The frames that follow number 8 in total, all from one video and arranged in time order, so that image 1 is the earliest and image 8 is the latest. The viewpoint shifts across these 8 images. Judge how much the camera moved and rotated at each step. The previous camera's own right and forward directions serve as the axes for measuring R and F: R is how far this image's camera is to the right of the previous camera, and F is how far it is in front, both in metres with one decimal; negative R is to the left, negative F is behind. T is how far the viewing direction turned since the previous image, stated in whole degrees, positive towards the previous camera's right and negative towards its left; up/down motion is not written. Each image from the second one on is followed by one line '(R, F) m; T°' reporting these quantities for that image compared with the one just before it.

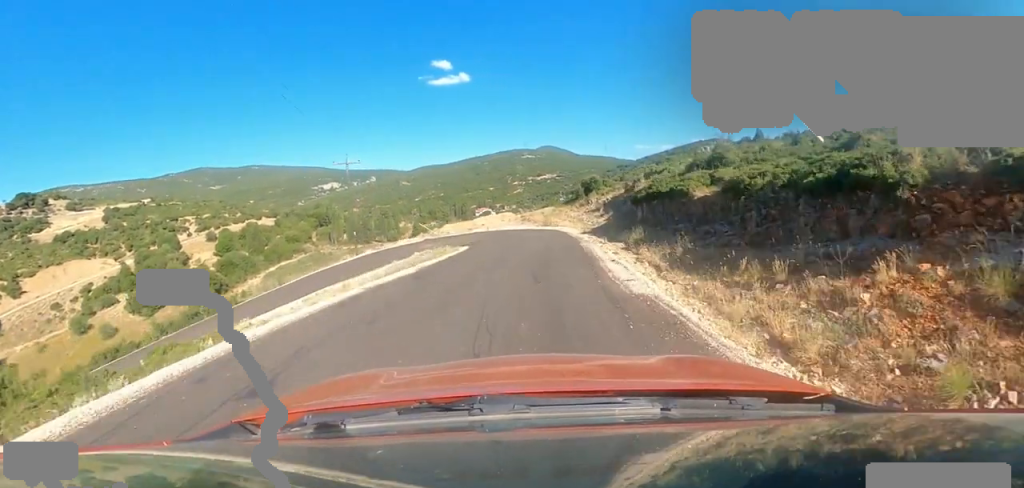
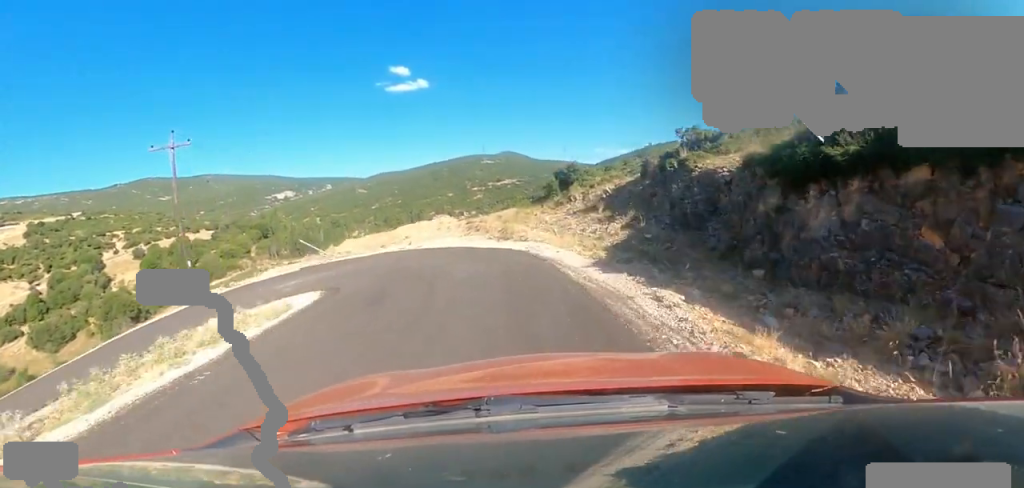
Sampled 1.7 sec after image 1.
(+1.0, +14.4) m; +9°
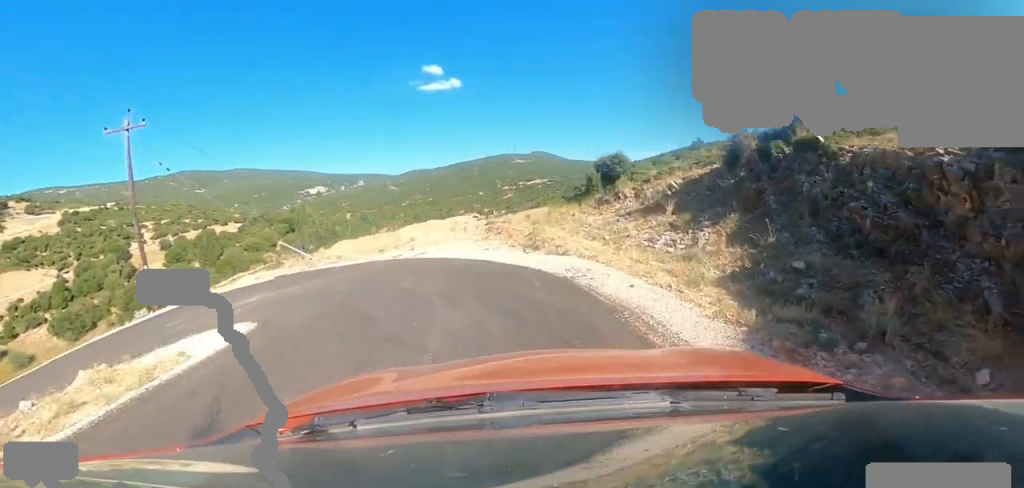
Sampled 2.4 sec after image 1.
(+0.3, +5.6) m; +1°
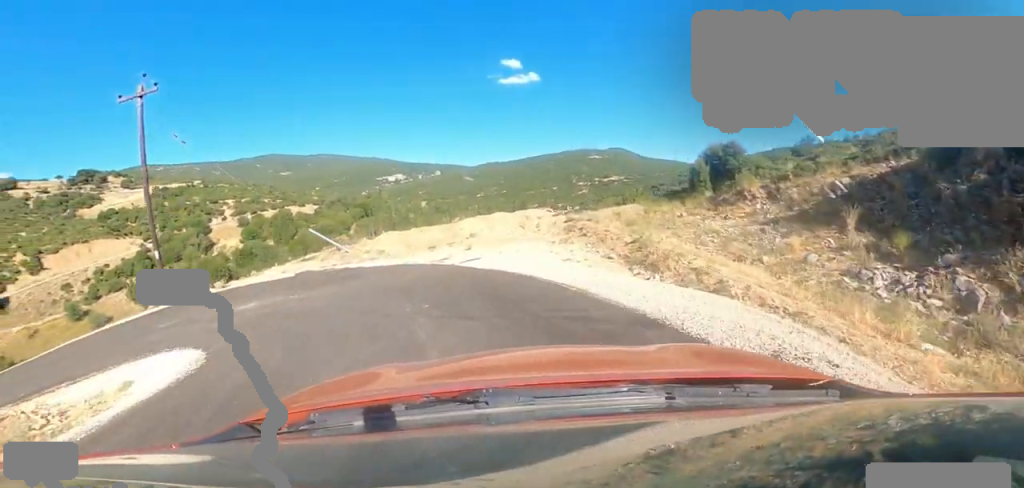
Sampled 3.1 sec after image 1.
(+0.2, +5.0) m; -5°
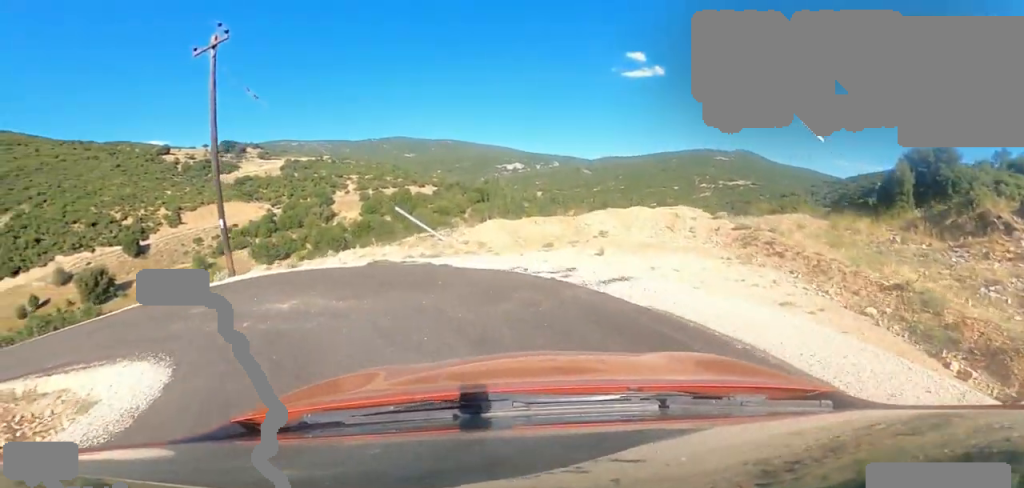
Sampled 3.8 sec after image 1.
(-0.7, +4.3) m; -18°
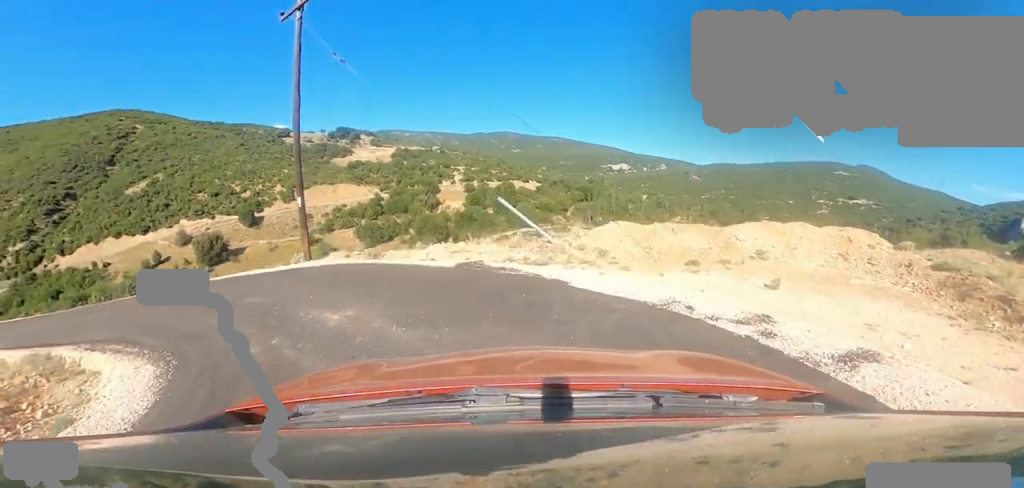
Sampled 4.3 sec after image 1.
(-0.2, +2.7) m; -15°
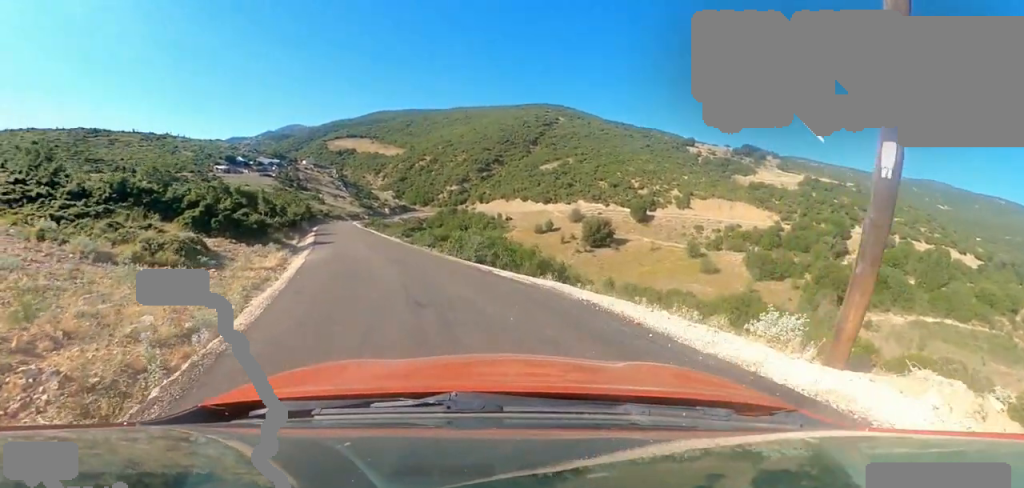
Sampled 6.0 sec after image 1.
(-4.5, +7.5) m; -71°
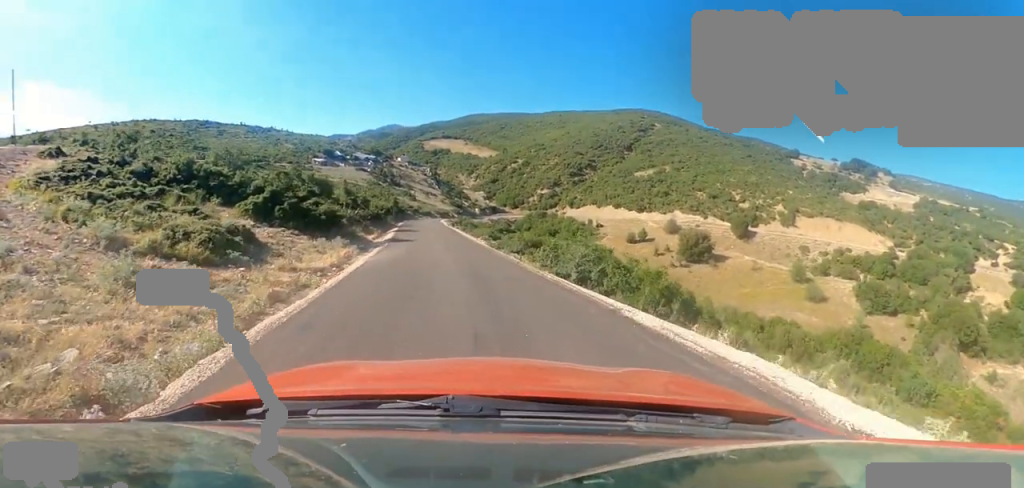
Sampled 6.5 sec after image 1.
(-1.0, +3.0) m; -16°
